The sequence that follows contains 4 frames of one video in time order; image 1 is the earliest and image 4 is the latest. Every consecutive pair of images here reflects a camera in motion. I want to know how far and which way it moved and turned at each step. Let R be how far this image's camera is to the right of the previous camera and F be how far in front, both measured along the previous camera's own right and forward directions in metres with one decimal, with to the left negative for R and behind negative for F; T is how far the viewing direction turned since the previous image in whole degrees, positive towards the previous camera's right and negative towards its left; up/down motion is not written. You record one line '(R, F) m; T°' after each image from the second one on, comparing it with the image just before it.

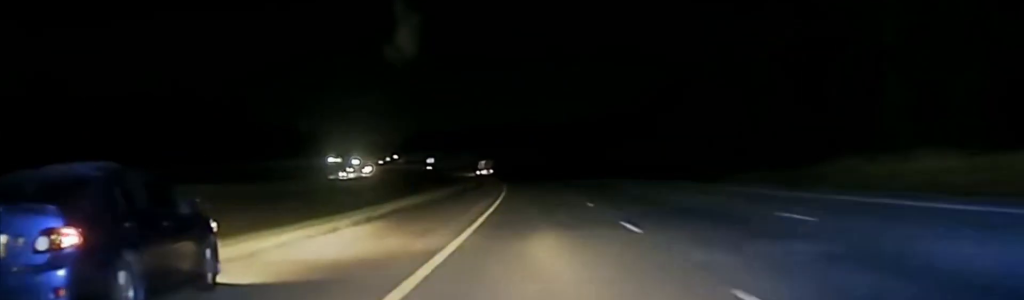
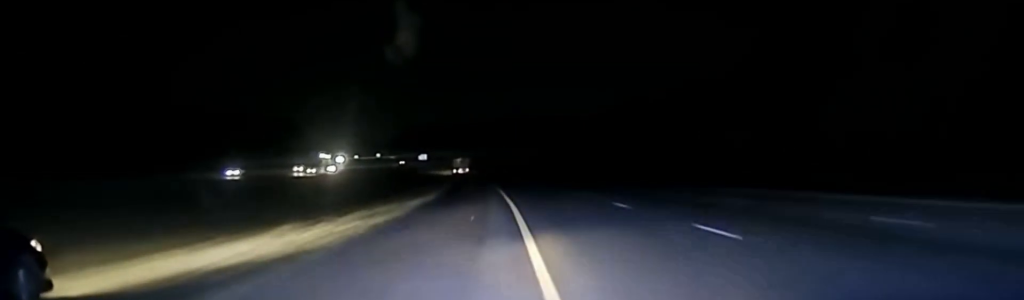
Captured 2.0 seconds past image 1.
(-2.8, +75.9) m; -3°
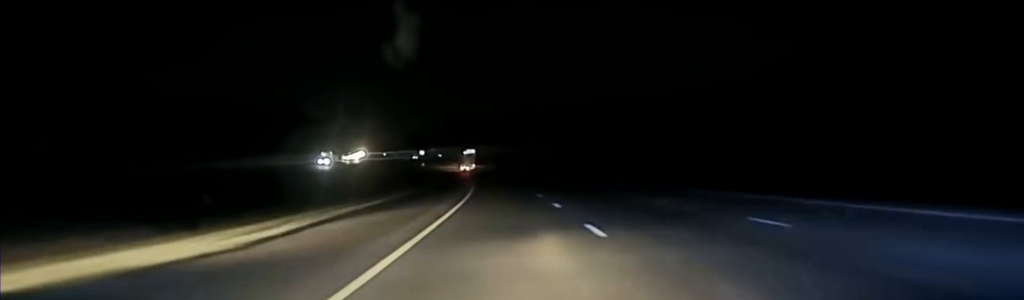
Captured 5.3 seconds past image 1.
(-0.3, +113.8) m; -2°
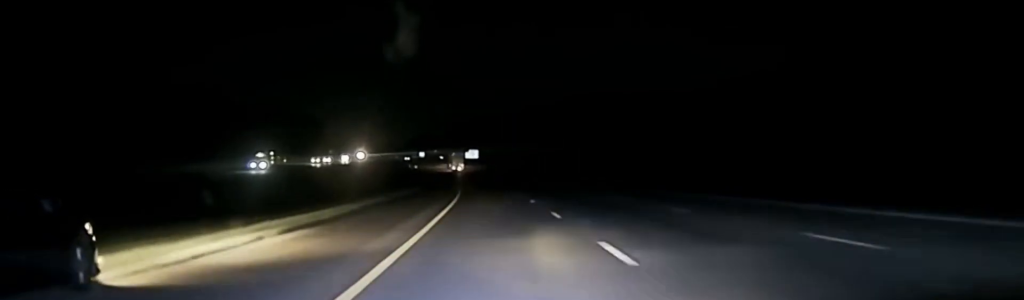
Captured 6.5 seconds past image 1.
(-1.2, +43.6) m; -2°
